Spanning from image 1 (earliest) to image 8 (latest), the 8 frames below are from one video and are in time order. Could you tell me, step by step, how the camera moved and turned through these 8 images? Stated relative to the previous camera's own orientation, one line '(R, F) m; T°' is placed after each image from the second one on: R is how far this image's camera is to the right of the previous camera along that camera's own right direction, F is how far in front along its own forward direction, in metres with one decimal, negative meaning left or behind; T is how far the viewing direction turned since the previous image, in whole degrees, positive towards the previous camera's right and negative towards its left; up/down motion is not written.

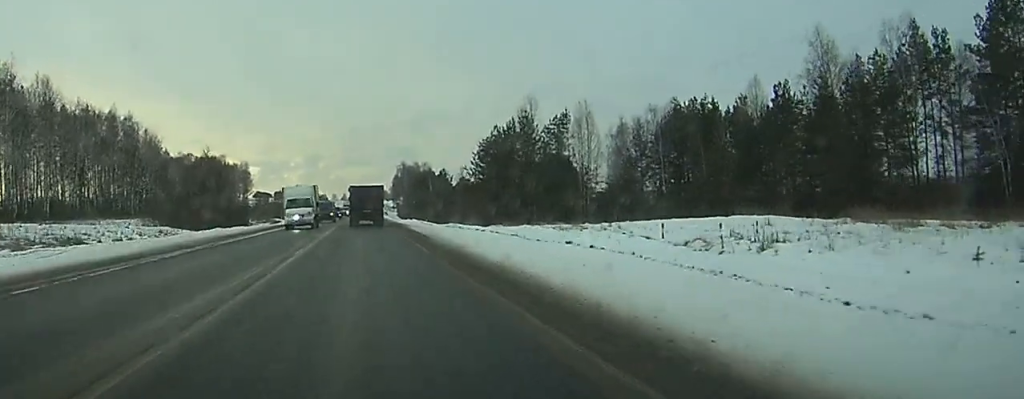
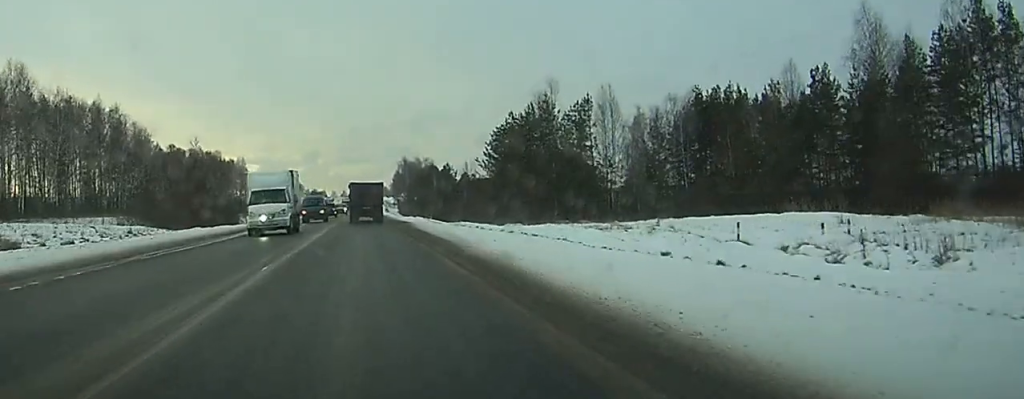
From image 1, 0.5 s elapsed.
(-0.6, +9.9) m; -1°
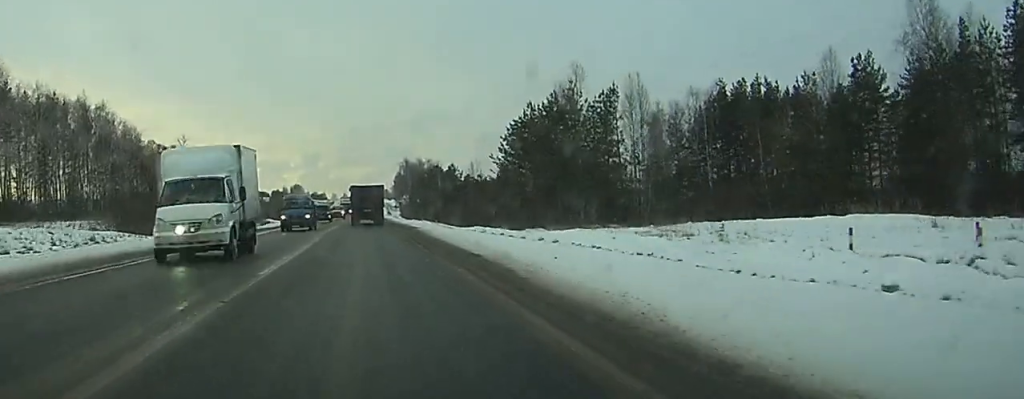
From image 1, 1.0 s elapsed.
(-0.4, +9.2) m; -1°
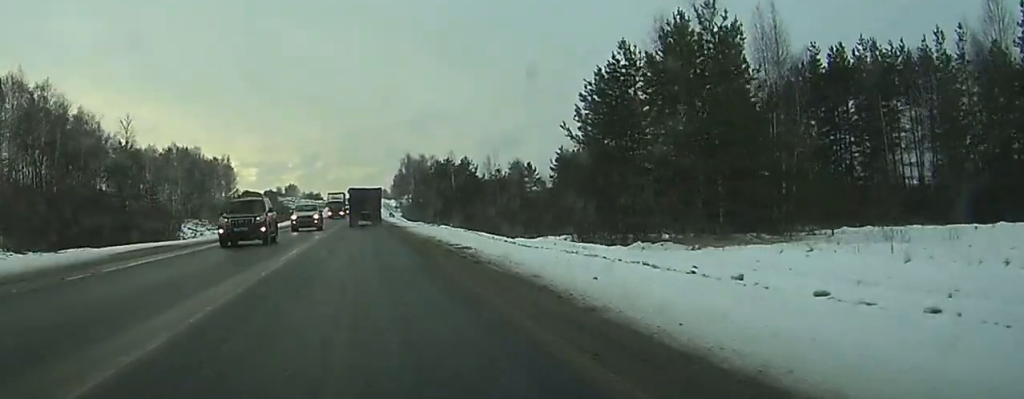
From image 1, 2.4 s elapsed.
(+0.9, +28.9) m; +2°
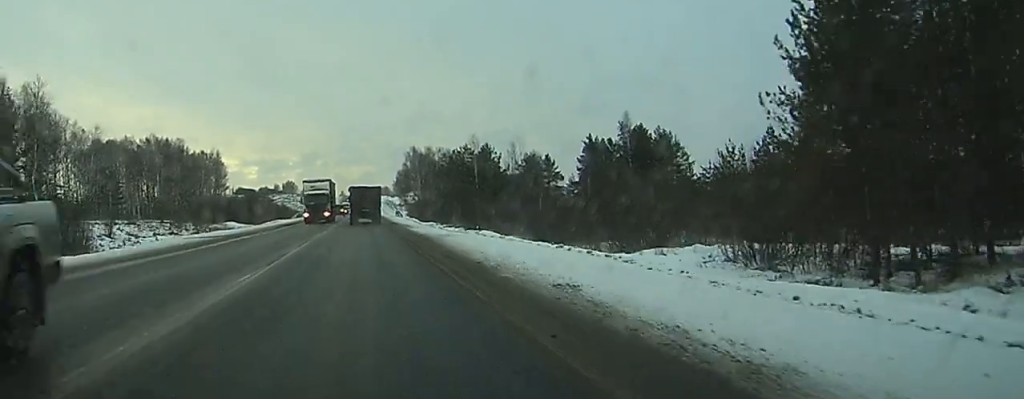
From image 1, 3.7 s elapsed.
(+0.1, +27.1) m; 0°
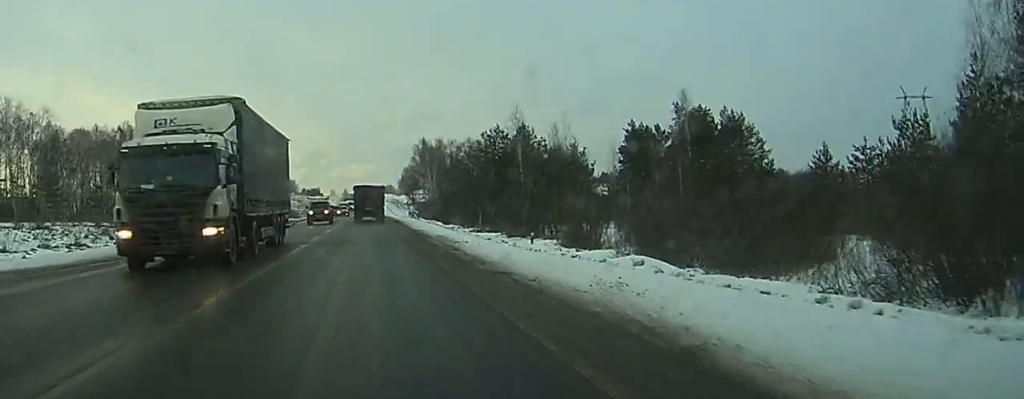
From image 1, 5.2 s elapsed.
(0.0, +28.8) m; 0°
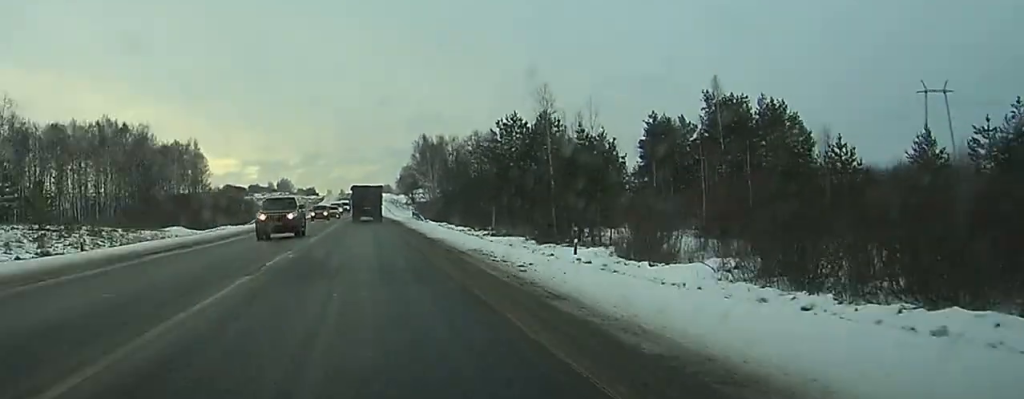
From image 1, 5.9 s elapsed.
(+0.1, +14.1) m; 0°
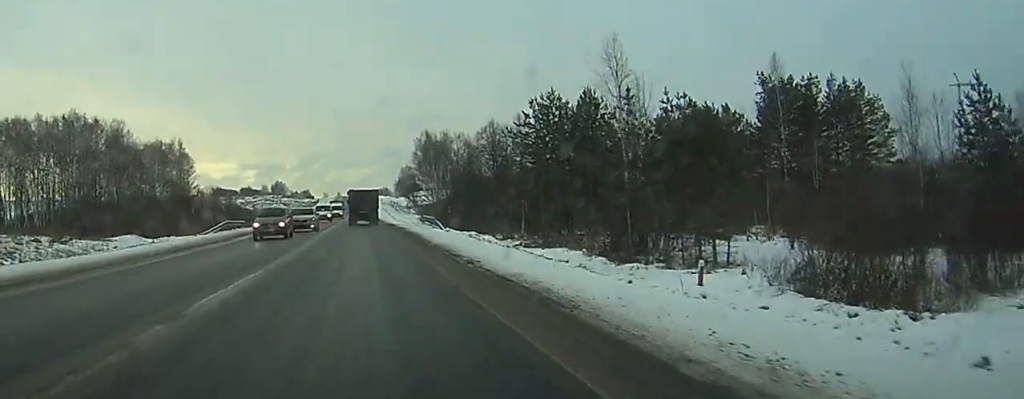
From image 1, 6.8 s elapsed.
(0.0, +19.5) m; 0°
